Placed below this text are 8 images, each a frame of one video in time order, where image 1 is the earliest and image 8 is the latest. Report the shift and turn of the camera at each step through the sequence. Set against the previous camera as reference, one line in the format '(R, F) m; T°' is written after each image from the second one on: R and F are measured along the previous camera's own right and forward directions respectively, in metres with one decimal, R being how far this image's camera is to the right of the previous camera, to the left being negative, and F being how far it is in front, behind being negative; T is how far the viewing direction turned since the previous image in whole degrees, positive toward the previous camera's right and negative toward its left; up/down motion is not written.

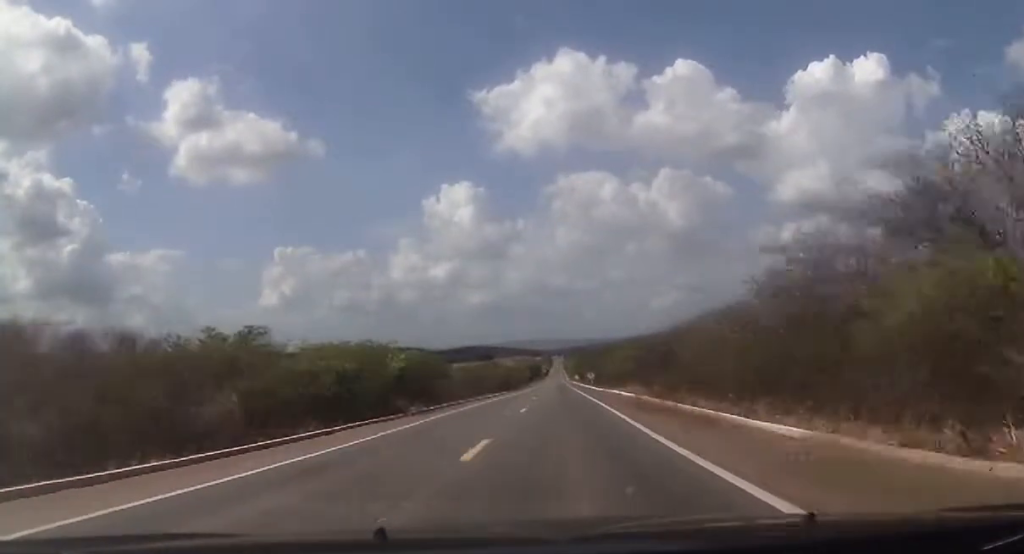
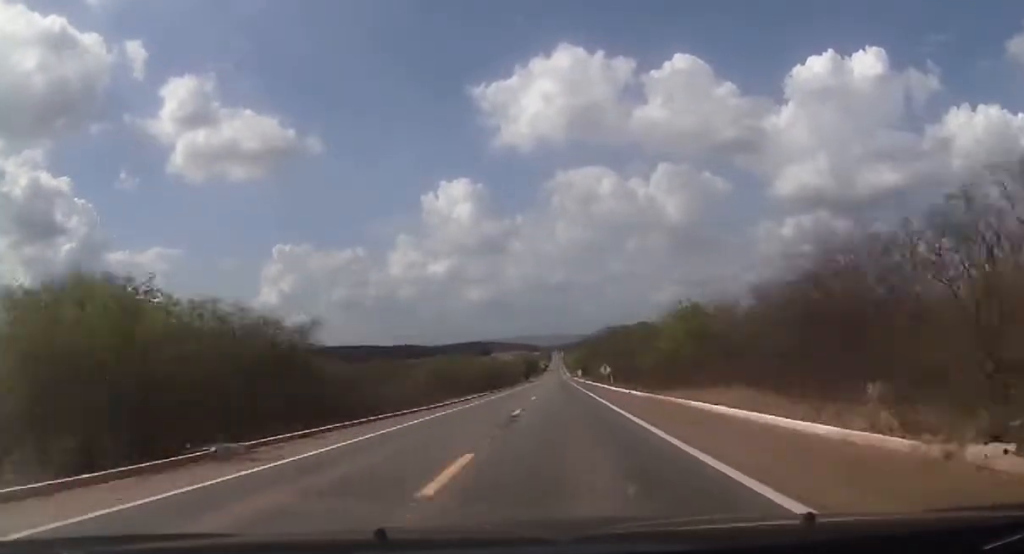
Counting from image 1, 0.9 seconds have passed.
(+0.1, +35.0) m; 0°
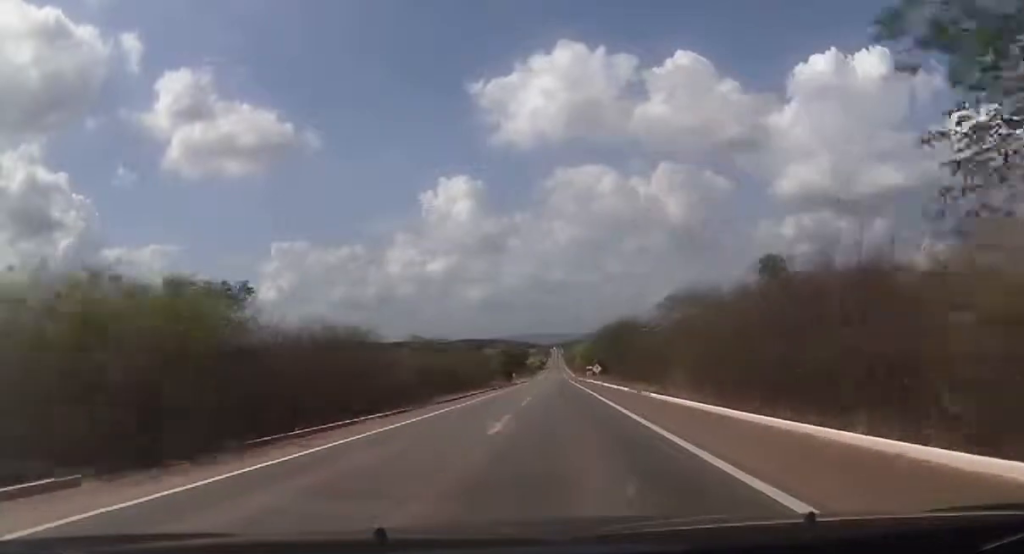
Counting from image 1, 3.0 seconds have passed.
(-0.3, +87.3) m; 0°
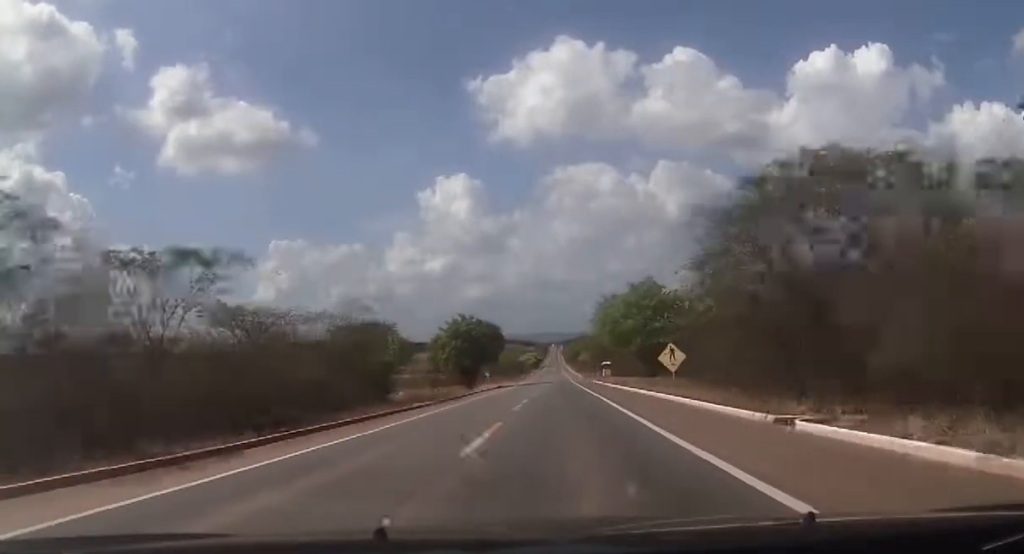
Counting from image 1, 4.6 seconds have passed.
(+0.5, +66.7) m; 0°
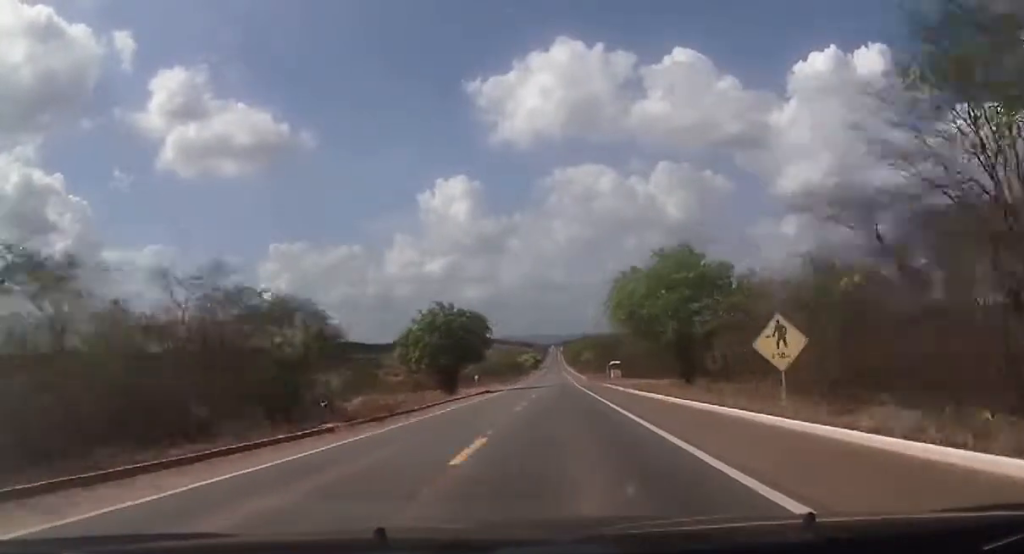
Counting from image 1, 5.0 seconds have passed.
(-0.2, +16.9) m; 0°
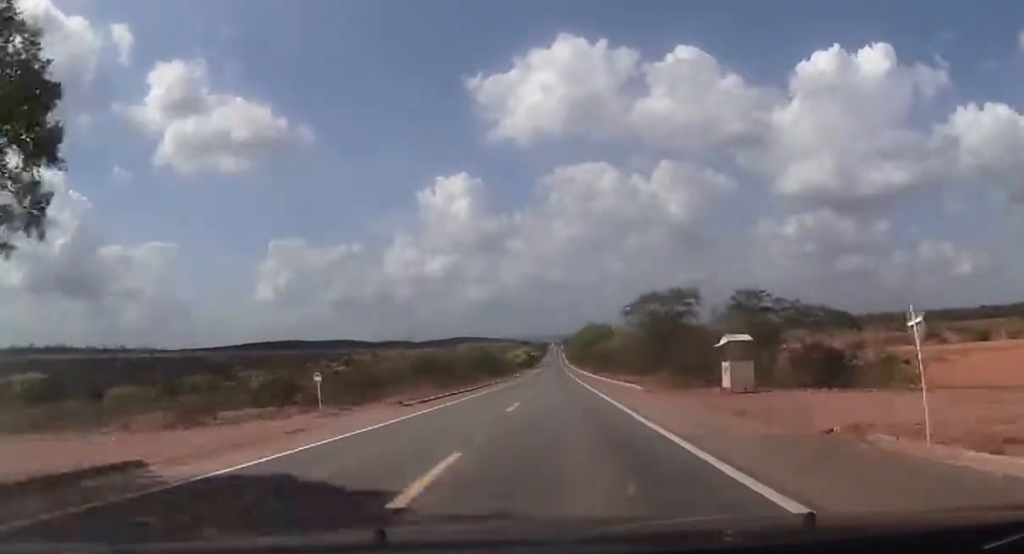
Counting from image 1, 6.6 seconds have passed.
(-0.3, +66.7) m; 0°
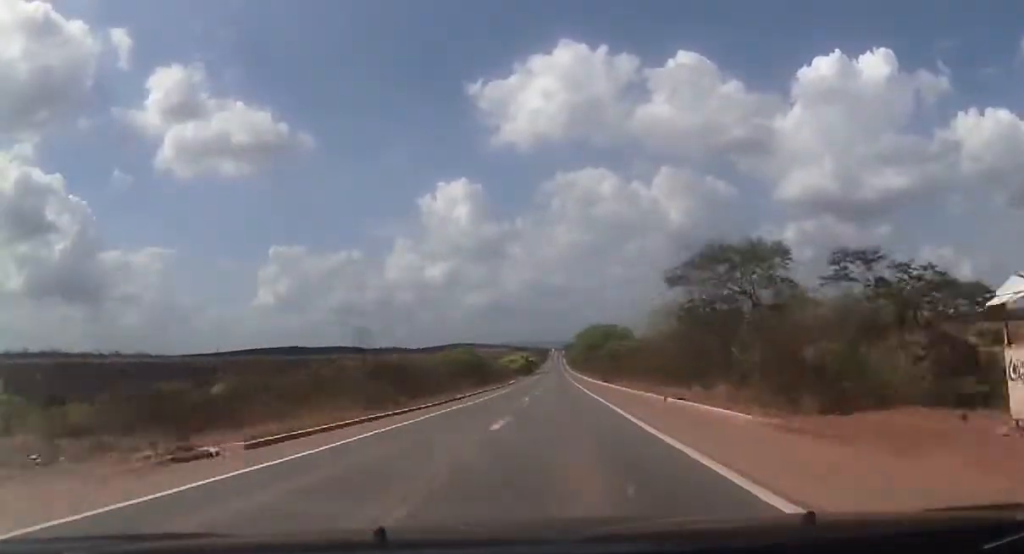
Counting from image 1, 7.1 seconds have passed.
(+0.1, +21.5) m; 0°
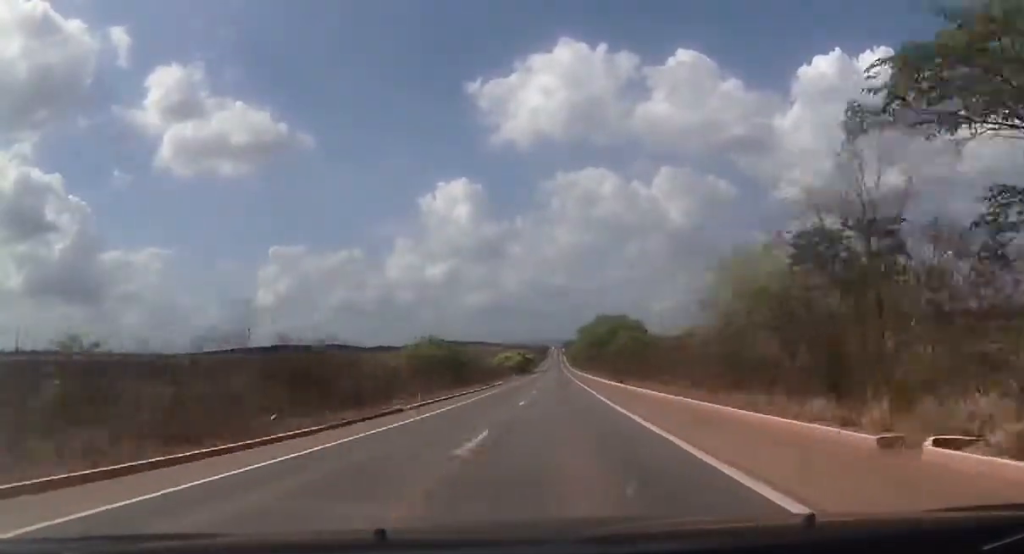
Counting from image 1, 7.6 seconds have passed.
(0.0, +21.5) m; 0°
